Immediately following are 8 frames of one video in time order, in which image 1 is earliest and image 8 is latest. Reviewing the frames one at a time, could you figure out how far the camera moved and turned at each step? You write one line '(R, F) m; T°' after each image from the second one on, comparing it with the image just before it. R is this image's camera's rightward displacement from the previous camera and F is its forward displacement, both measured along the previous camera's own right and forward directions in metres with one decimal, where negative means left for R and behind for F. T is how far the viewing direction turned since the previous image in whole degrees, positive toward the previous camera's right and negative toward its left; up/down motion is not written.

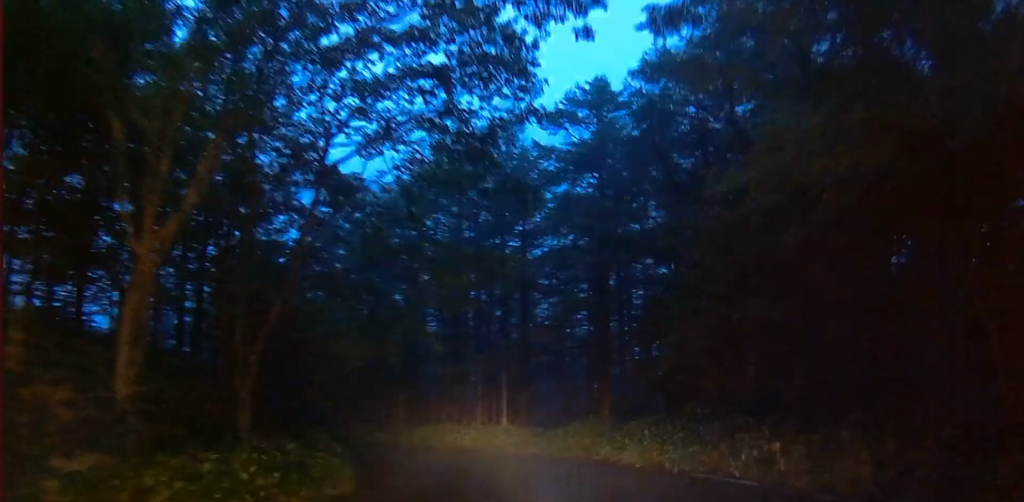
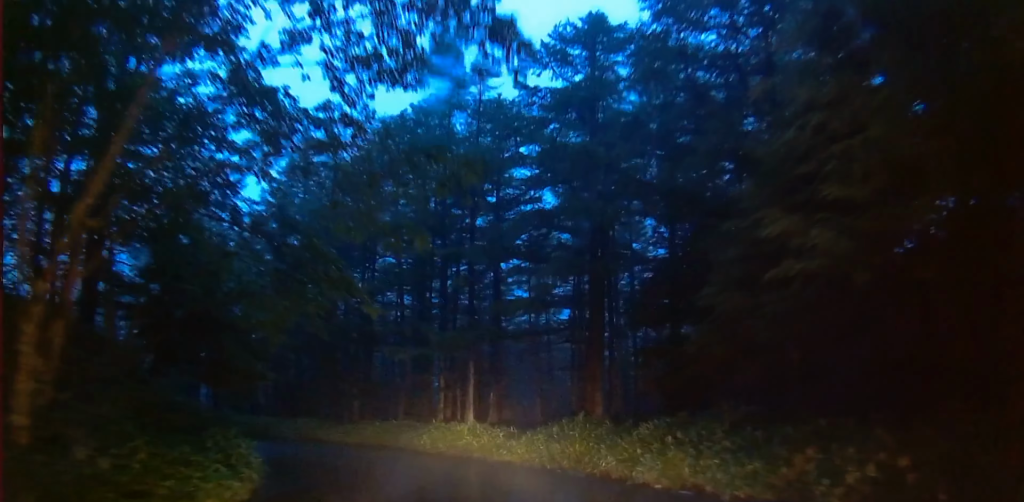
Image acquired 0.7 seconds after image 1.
(-0.5, +4.3) m; -5°
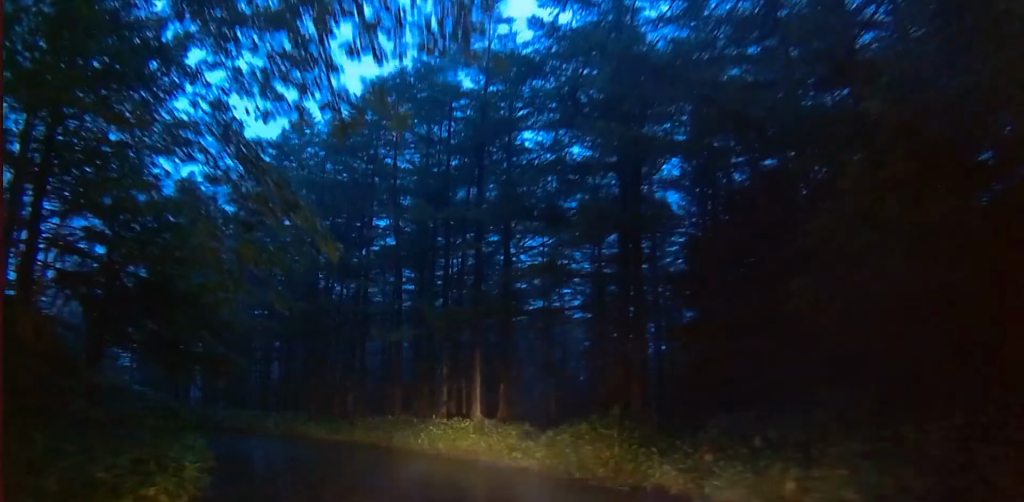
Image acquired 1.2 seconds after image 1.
(-0.1, +3.0) m; -3°
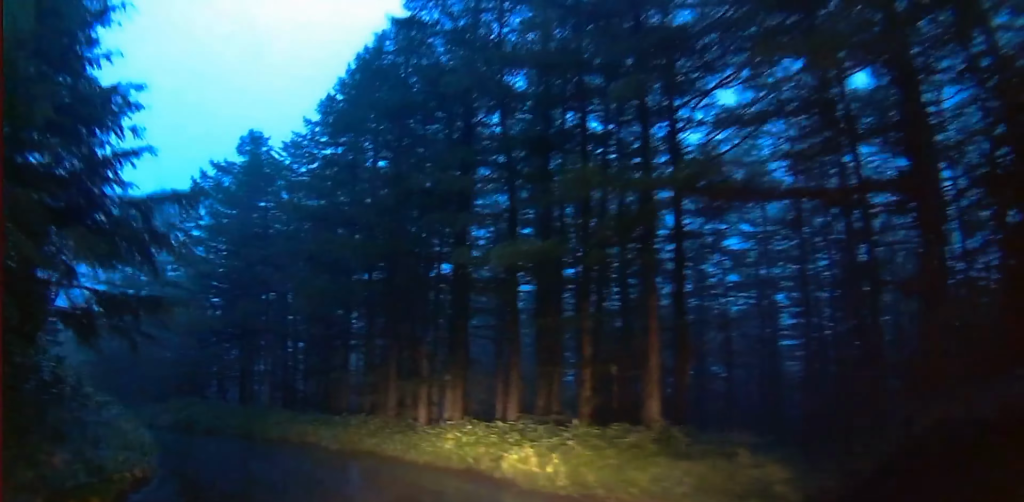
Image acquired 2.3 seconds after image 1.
(-0.1, +7.8) m; -7°
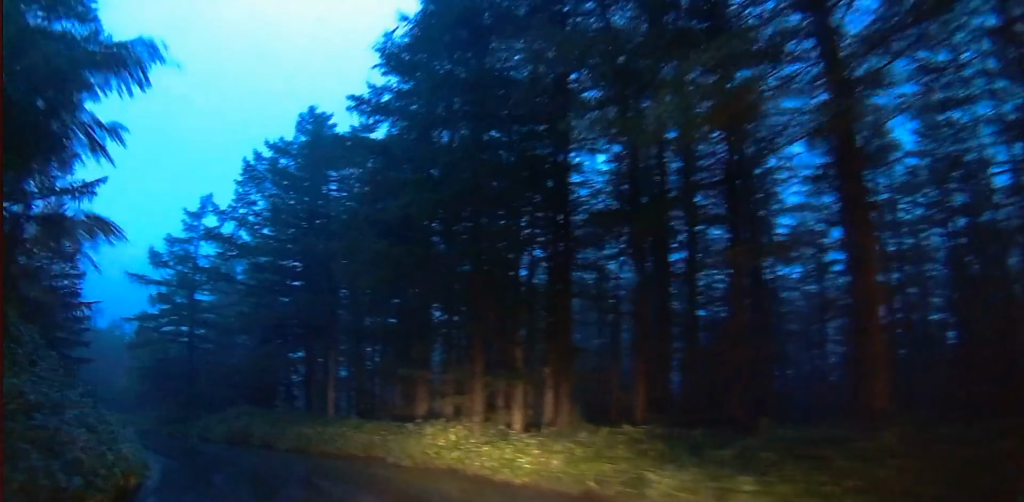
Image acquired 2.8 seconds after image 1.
(+0.3, +3.8) m; -10°
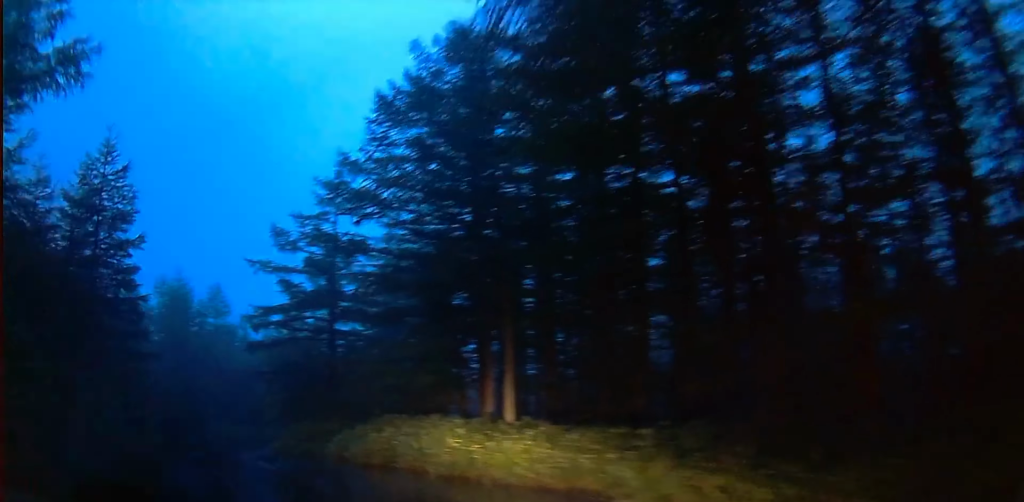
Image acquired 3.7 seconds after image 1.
(-1.7, +7.0) m; -16°
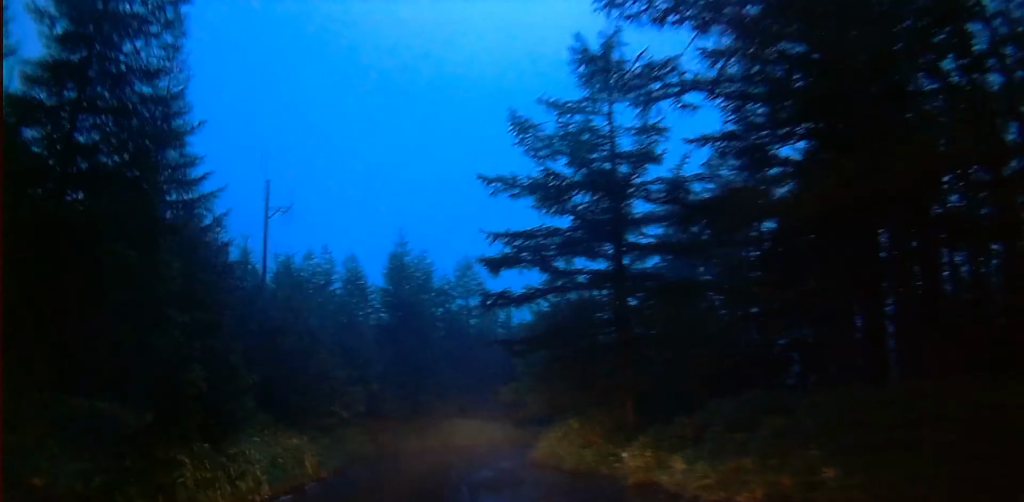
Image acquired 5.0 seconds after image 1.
(-1.0, +11.3) m; -12°
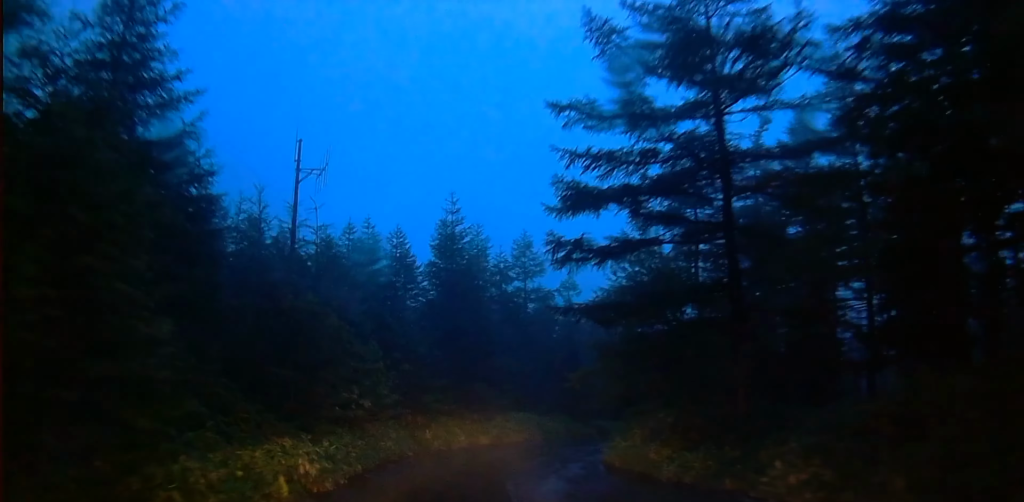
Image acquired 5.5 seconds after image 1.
(-0.5, +4.5) m; -4°
